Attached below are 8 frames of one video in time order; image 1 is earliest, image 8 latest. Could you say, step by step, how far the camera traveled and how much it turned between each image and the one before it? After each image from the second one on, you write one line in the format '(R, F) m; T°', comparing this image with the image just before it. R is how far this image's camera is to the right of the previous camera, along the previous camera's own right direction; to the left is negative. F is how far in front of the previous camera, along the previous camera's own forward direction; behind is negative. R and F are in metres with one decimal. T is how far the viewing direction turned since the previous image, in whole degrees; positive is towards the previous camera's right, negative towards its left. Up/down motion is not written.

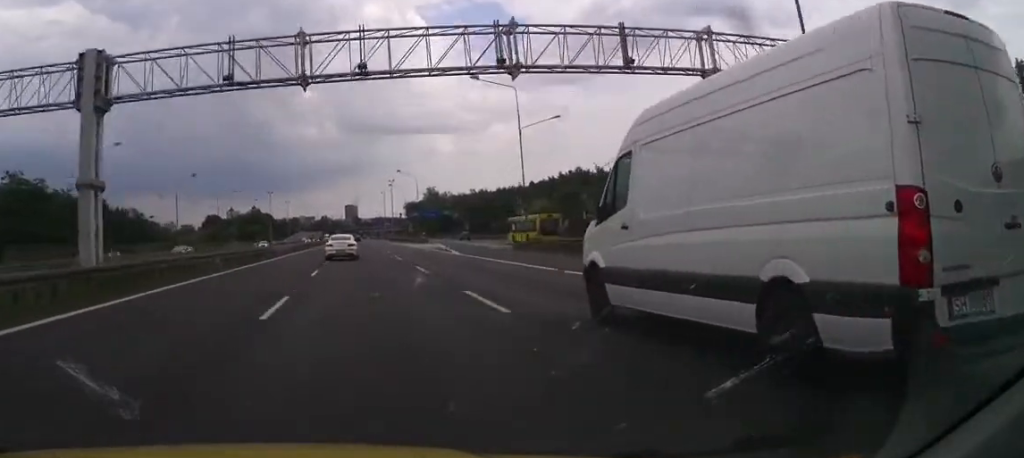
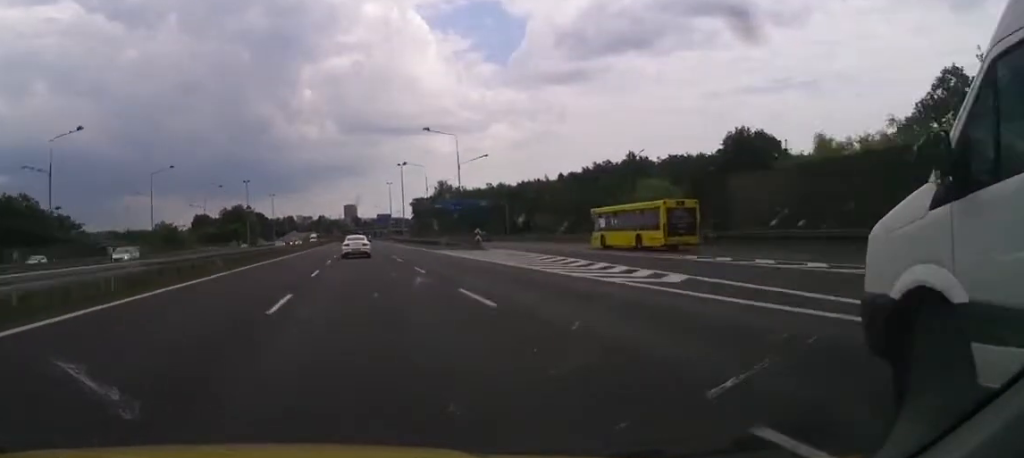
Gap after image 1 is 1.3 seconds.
(-0.1, +47.2) m; 0°
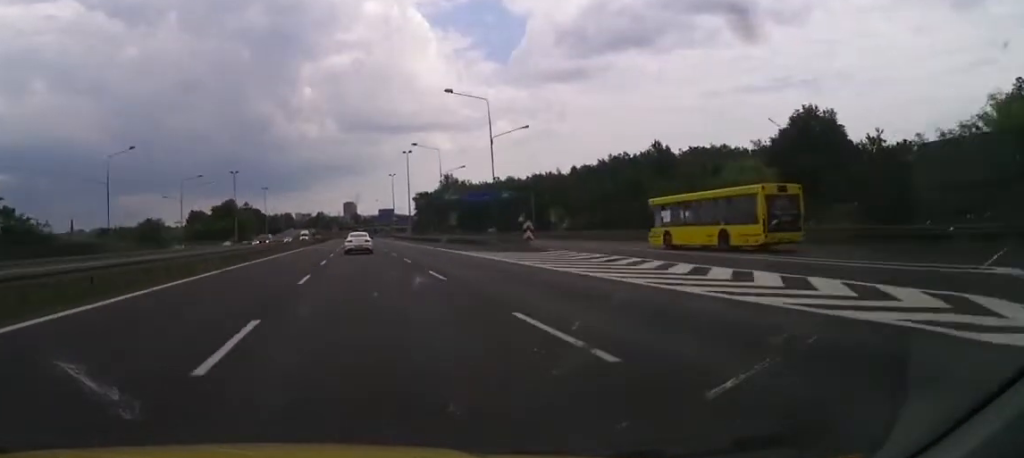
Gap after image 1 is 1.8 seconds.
(+0.1, +17.7) m; 0°
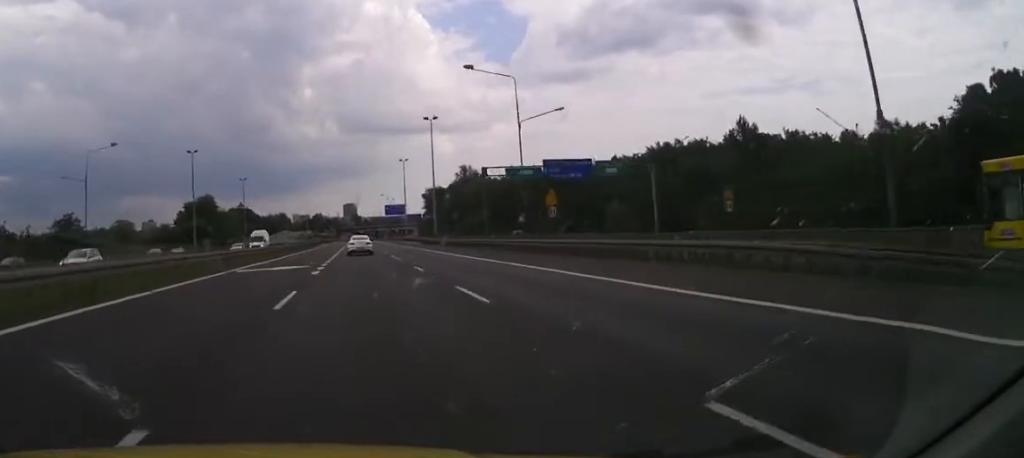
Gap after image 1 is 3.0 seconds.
(-0.5, +42.1) m; 0°
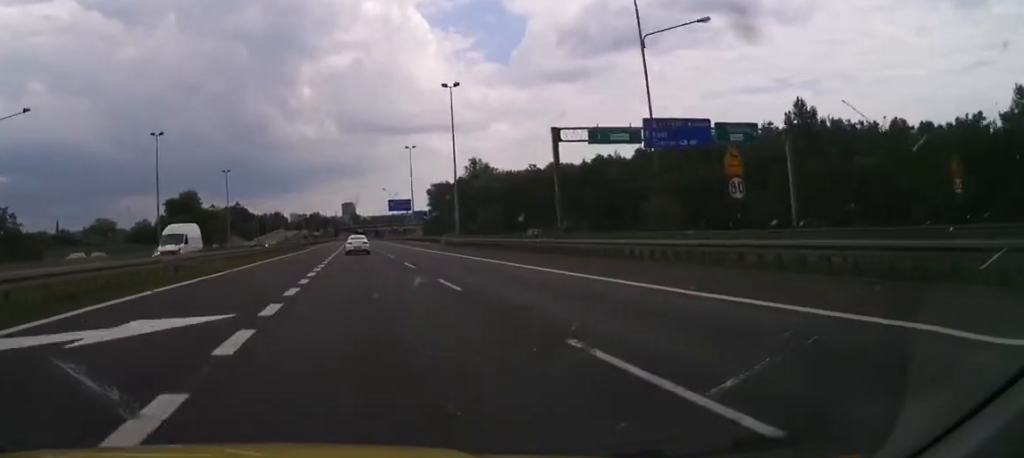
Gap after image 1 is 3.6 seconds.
(-0.2, +21.0) m; 0°
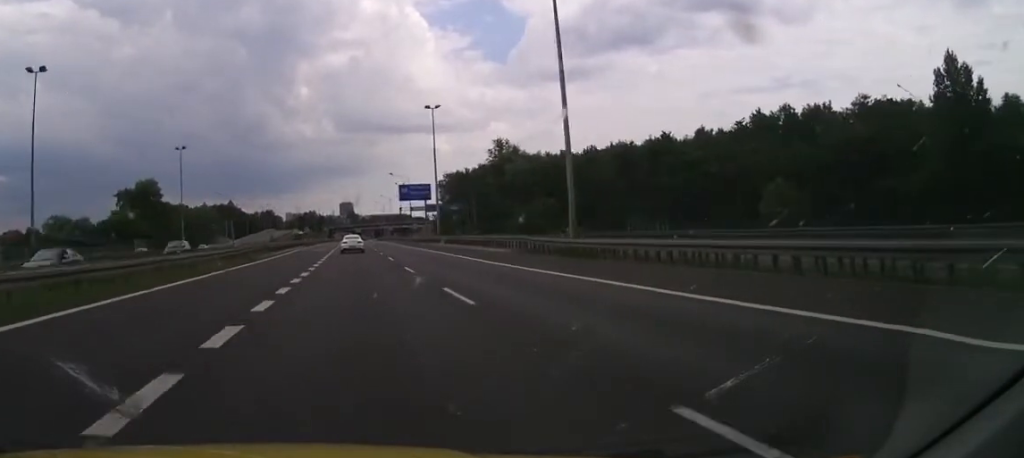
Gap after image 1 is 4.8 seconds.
(+0.6, +39.5) m; 0°
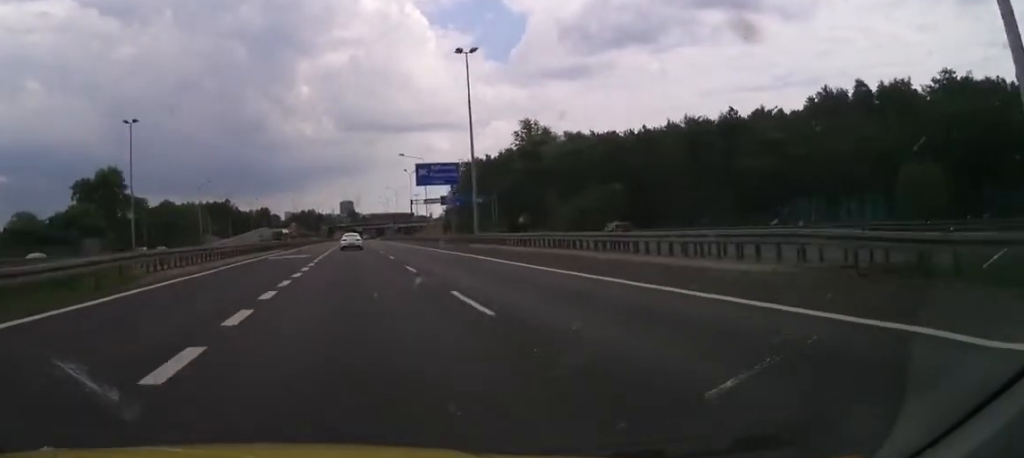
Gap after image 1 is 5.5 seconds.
(-0.4, +26.5) m; 0°
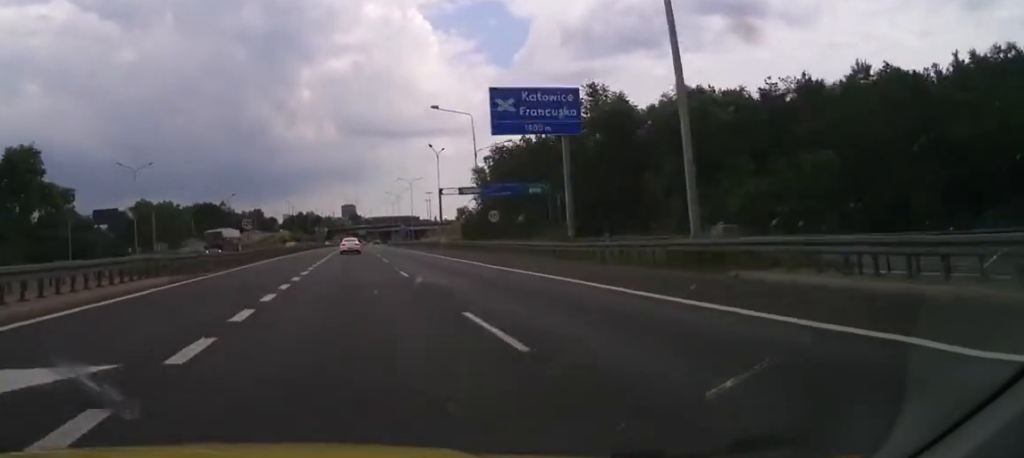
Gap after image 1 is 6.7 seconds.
(+0.2, +39.0) m; 0°
